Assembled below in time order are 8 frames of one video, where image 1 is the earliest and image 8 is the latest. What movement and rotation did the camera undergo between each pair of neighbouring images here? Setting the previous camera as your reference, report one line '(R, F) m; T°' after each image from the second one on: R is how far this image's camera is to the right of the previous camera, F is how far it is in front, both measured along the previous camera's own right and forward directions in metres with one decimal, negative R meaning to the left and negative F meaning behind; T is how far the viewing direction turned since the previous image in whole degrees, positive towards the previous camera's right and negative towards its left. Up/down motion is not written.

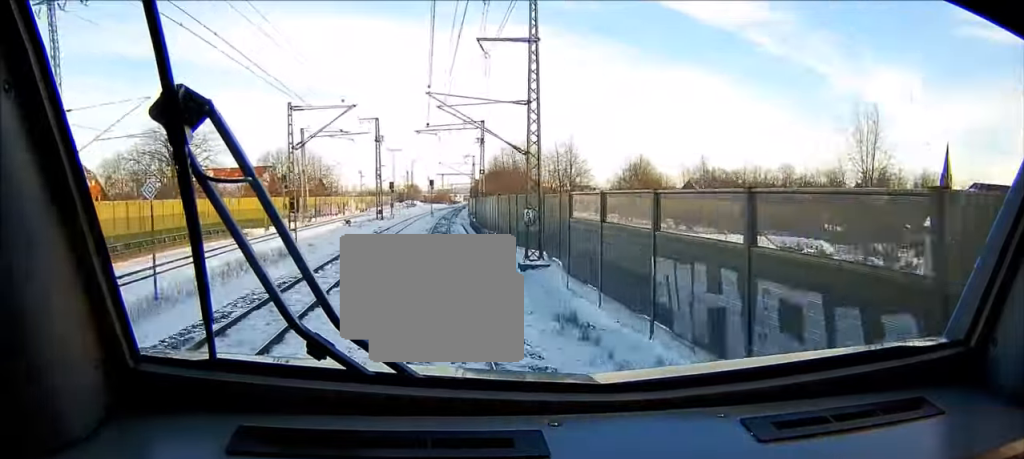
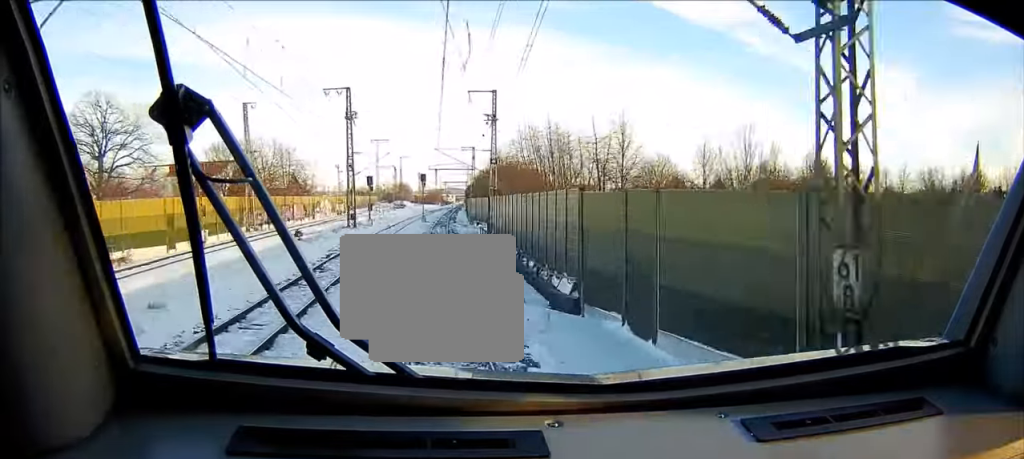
(0.0, +26.4) m; +1°
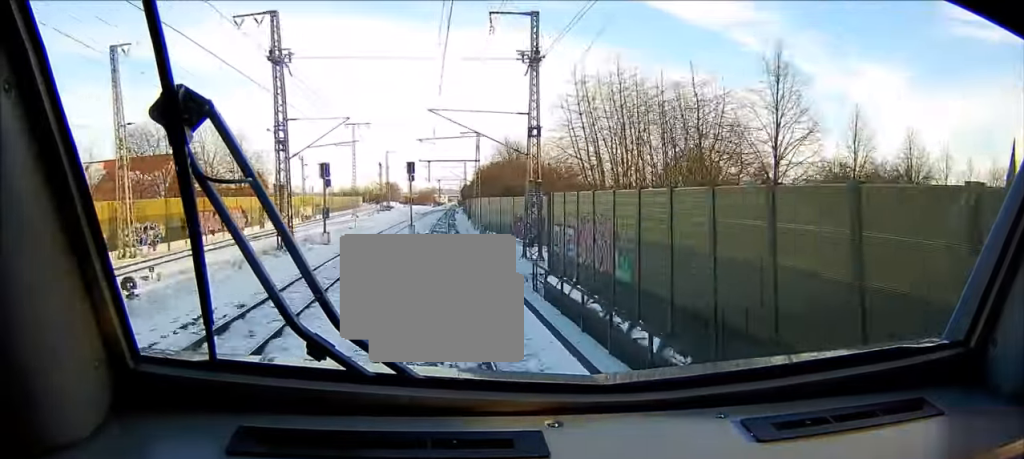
(+0.3, +27.8) m; +1°
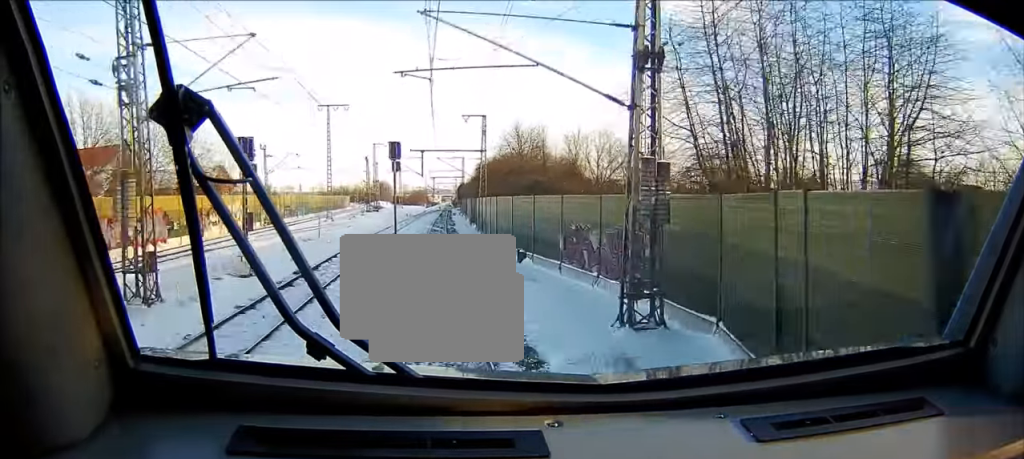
(+0.1, +20.3) m; +1°
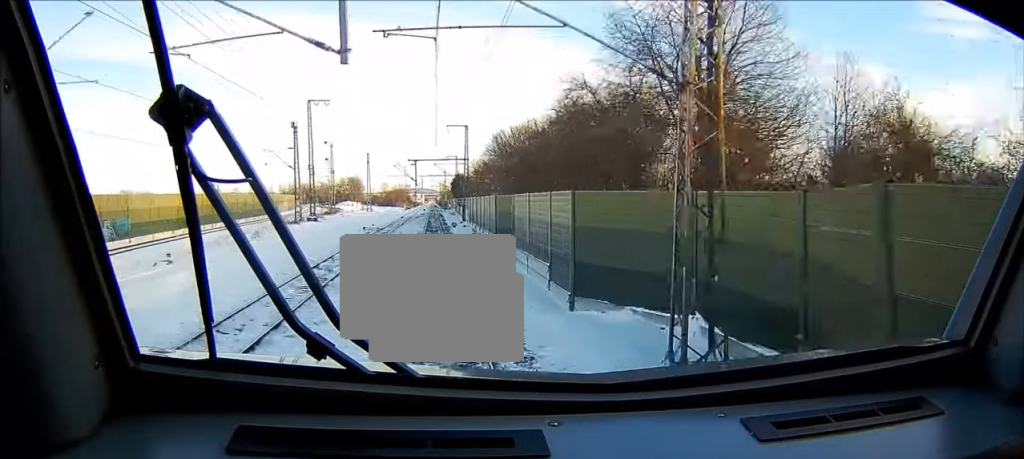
(+0.8, +64.8) m; +1°
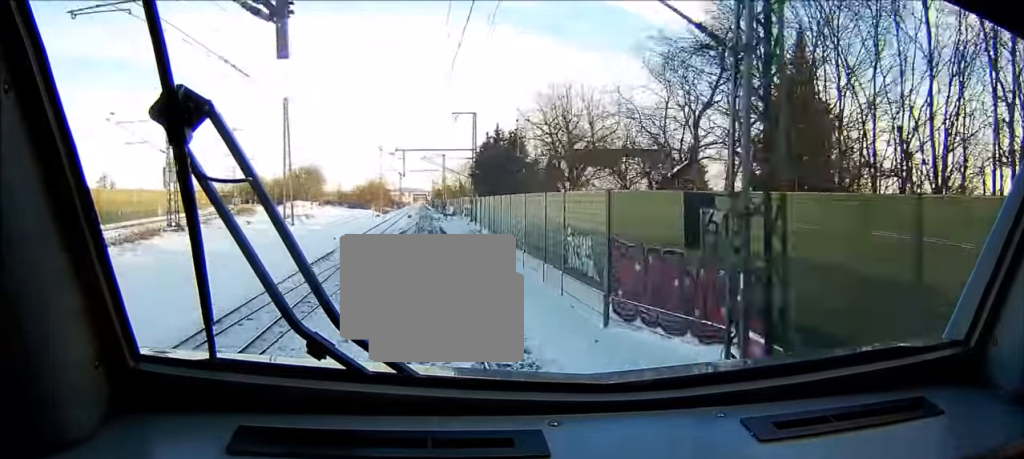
(+0.4, +78.9) m; 0°
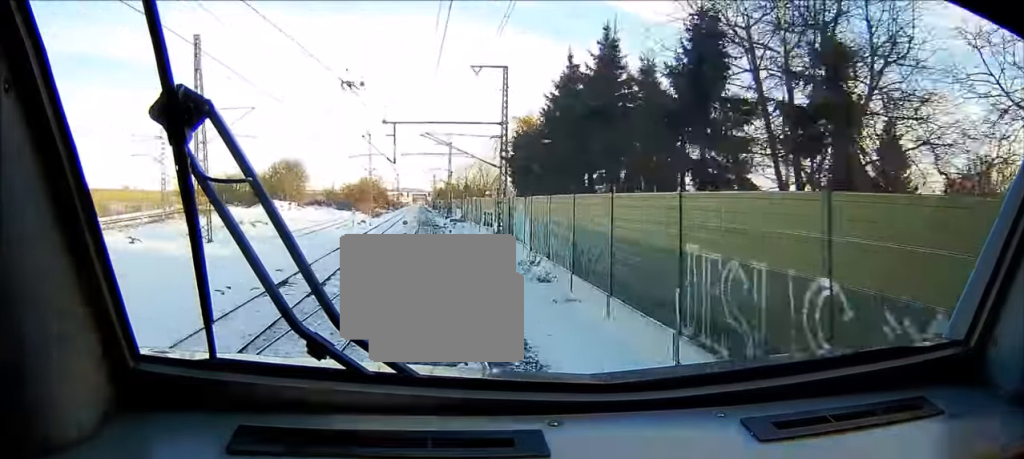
(+0.1, +28.0) m; 0°
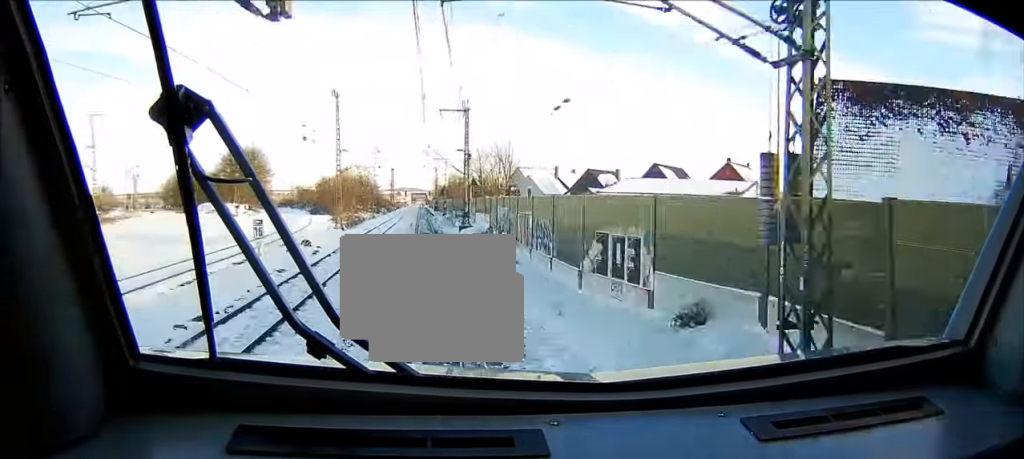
(0.0, +39.6) m; 0°
